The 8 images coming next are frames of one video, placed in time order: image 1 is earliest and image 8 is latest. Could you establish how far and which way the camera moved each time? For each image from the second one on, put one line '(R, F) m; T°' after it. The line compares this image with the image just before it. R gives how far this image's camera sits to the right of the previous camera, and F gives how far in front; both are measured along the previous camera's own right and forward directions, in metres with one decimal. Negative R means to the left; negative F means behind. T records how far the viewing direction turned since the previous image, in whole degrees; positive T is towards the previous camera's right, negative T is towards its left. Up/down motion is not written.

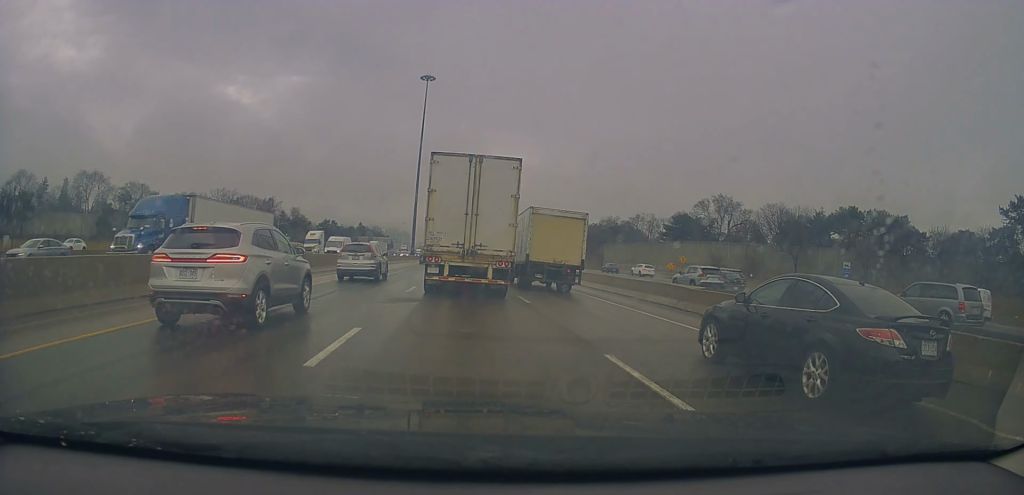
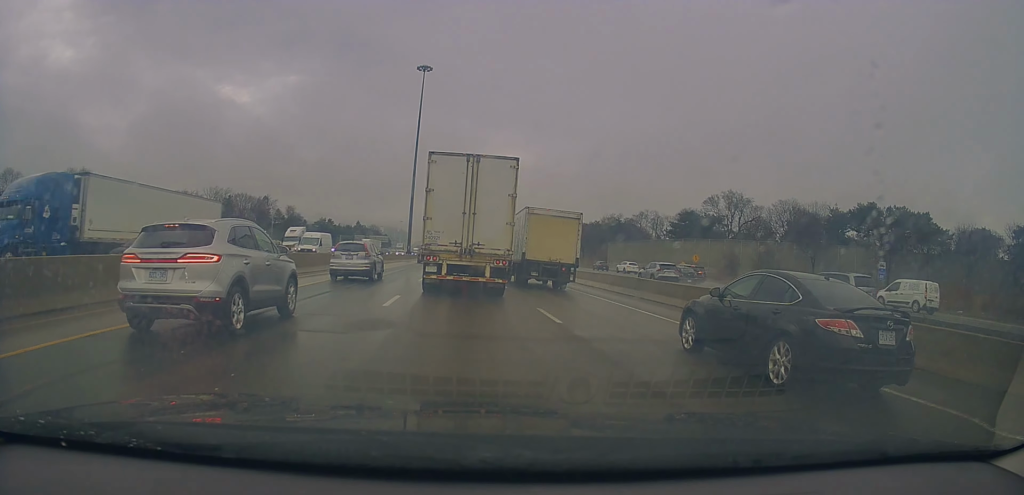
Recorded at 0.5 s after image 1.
(+0.1, +5.3) m; 0°
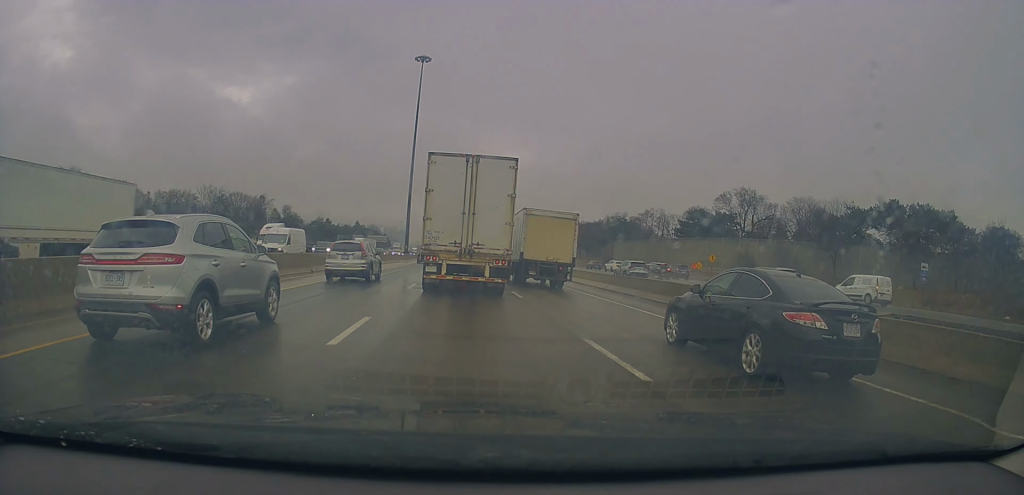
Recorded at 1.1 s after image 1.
(-0.3, +5.3) m; 0°
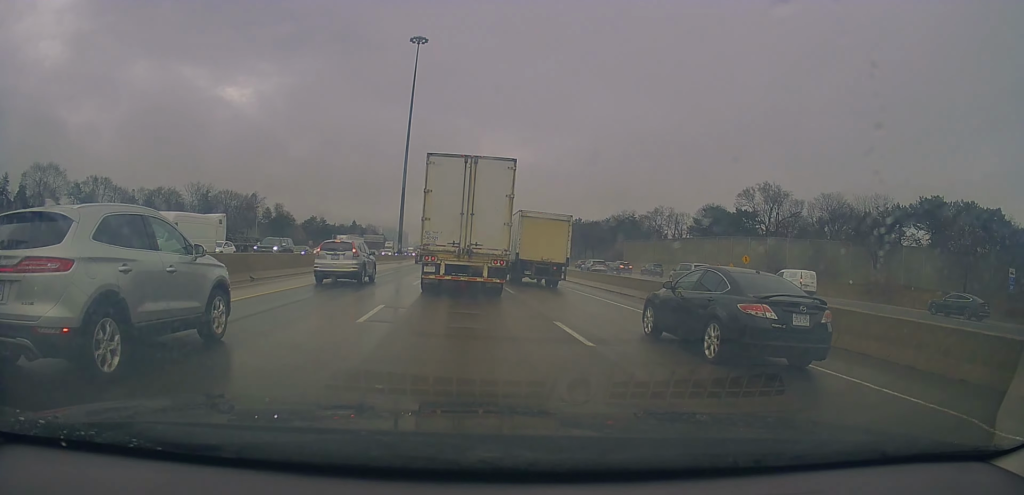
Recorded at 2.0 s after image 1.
(+0.1, +9.7) m; +1°
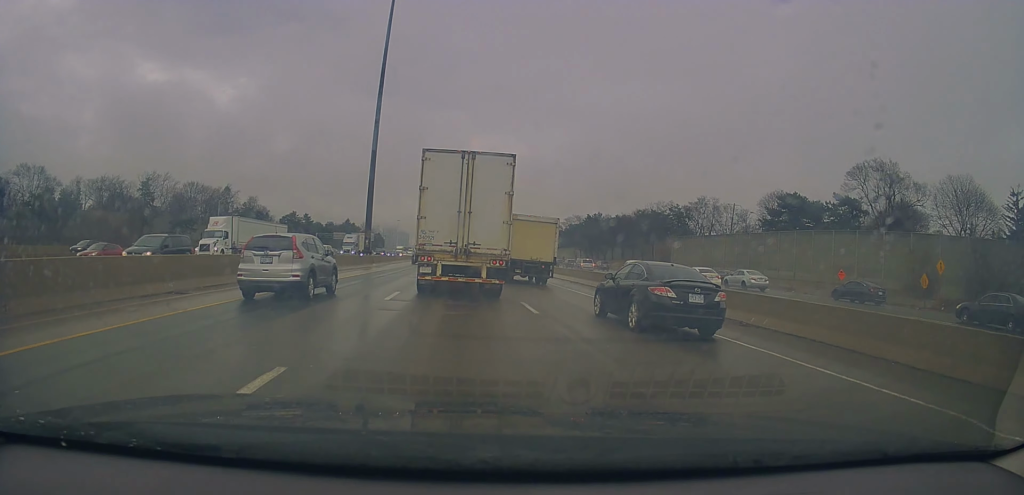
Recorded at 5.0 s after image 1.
(-0.4, +32.0) m; -1°
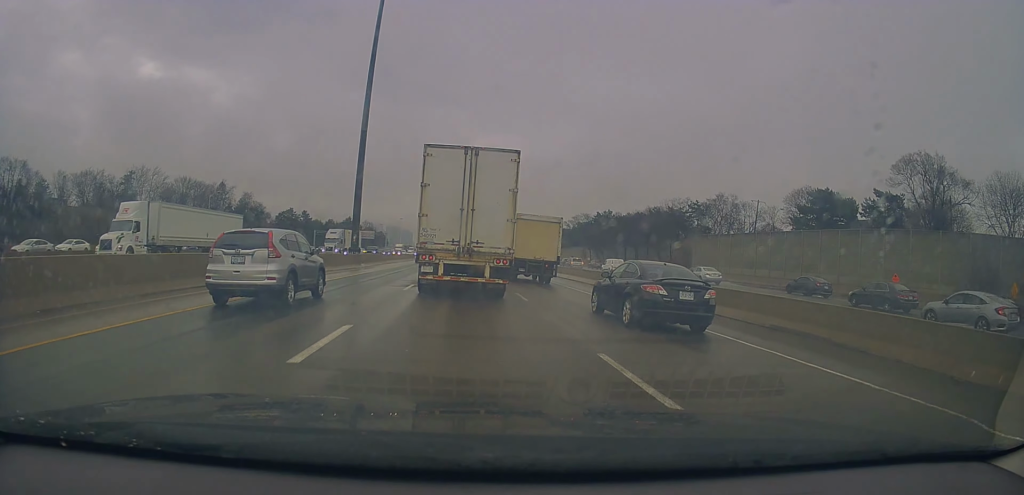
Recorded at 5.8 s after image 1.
(0.0, +8.8) m; +1°
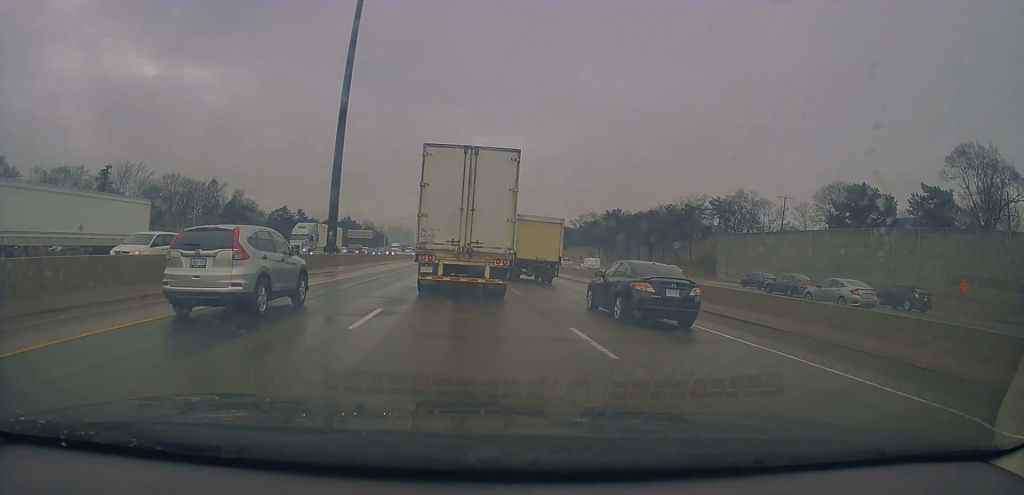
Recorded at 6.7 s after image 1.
(0.0, +9.5) m; +1°
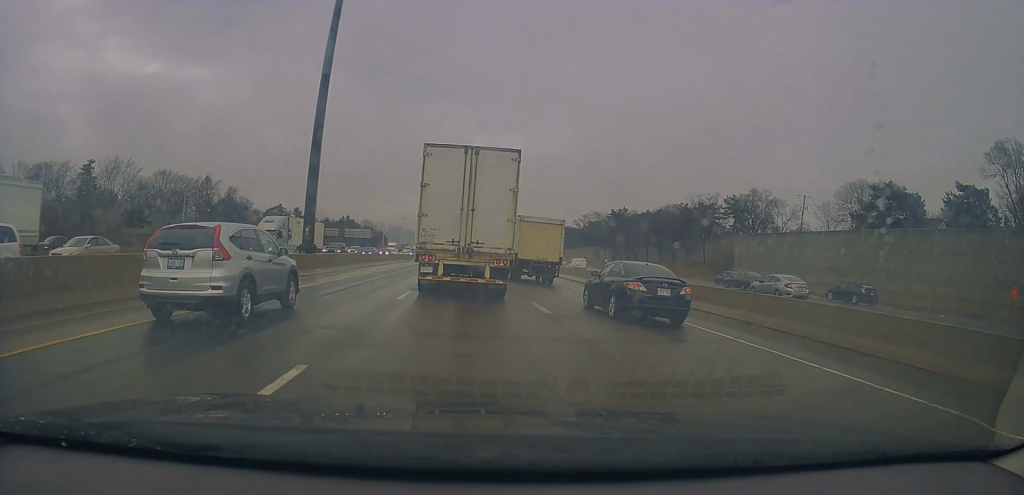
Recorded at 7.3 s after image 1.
(+0.5, +6.3) m; 0°
